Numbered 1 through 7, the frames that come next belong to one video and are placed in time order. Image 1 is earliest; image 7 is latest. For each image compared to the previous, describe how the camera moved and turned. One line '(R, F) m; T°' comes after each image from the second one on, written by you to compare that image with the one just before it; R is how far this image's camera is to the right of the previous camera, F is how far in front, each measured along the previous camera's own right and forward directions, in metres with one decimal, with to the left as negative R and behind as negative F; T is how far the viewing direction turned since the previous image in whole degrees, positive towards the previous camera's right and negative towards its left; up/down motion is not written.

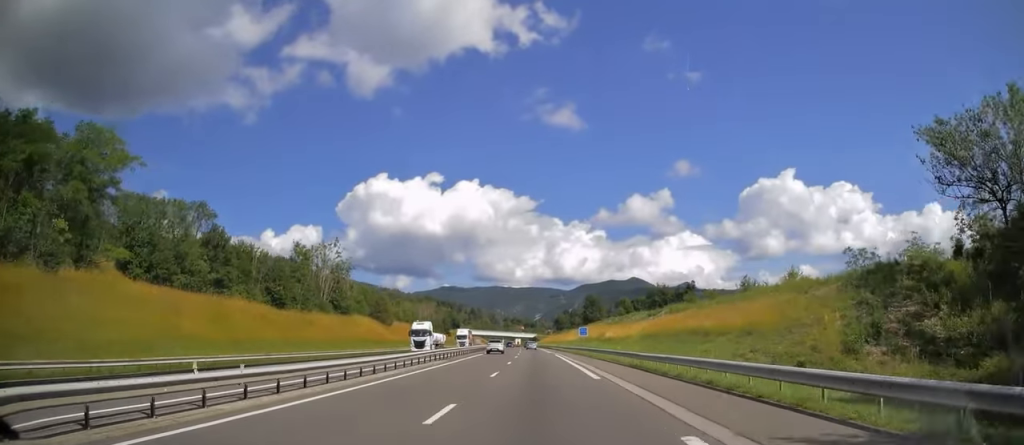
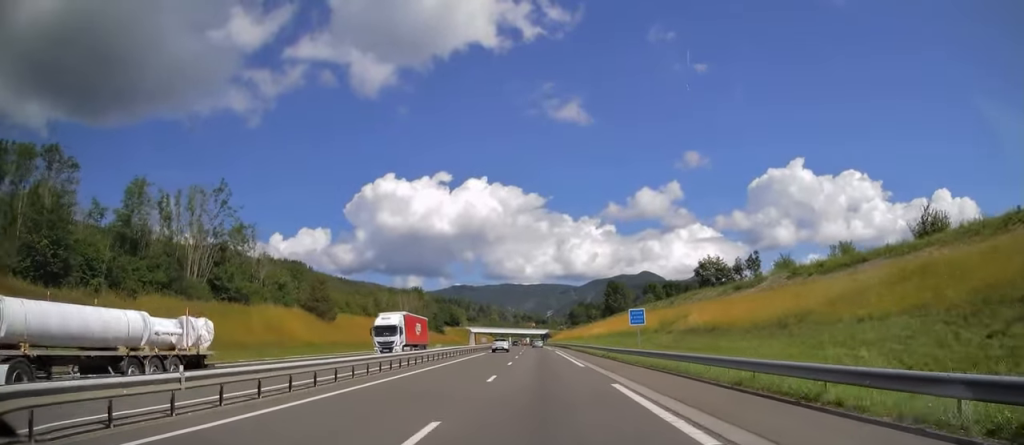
(-0.3, +41.9) m; -1°
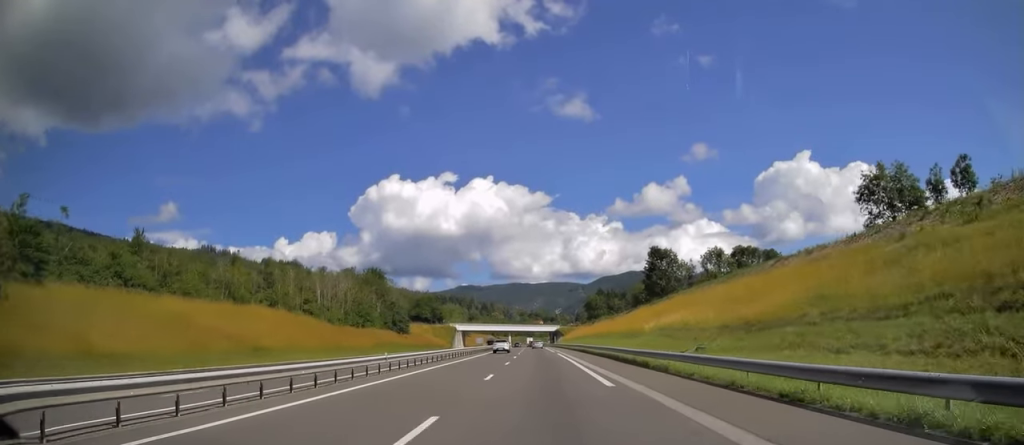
(-0.7, +63.9) m; -1°
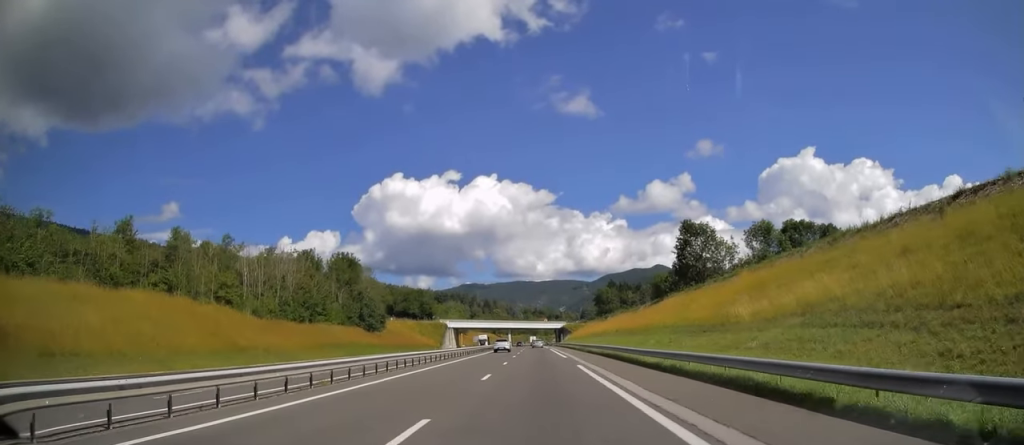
(-0.2, +26.4) m; 0°
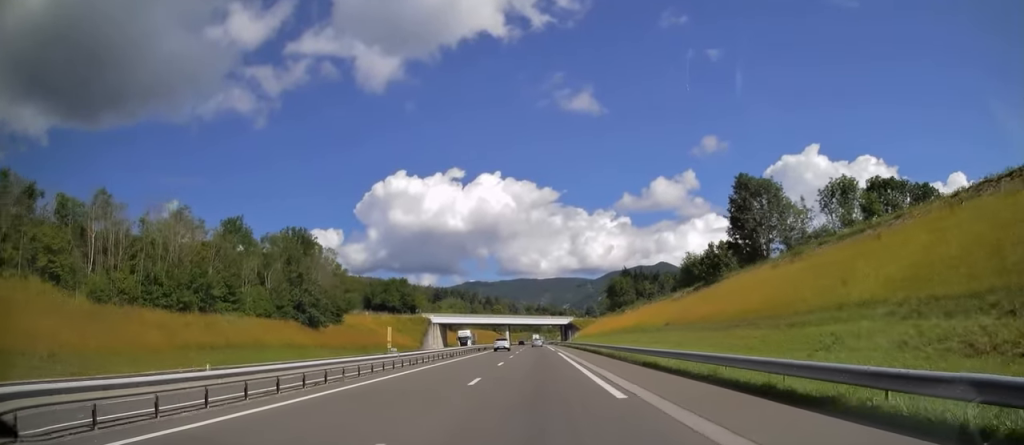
(+0.1, +28.7) m; 0°
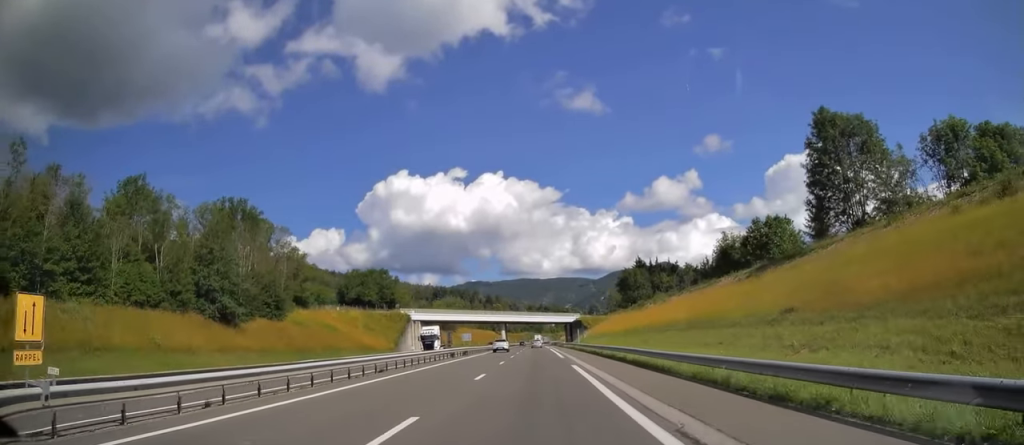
(-0.1, +23.2) m; 0°
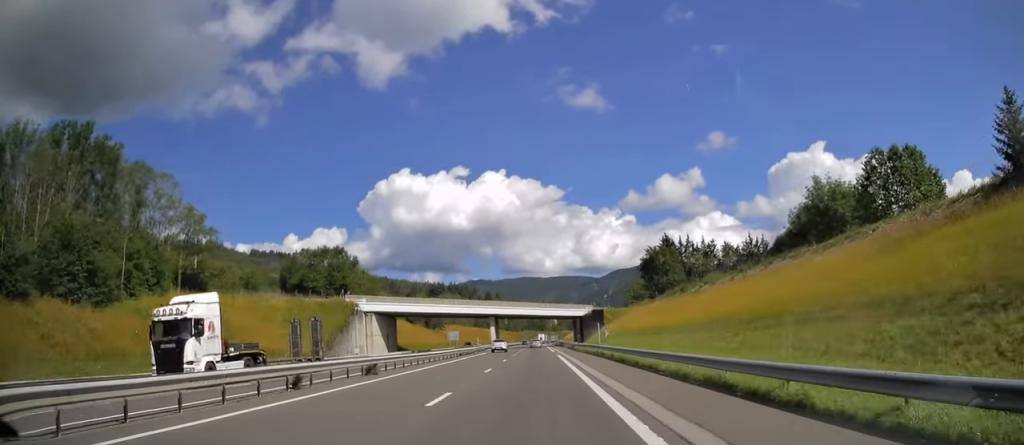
(-0.2, +33.8) m; 0°
